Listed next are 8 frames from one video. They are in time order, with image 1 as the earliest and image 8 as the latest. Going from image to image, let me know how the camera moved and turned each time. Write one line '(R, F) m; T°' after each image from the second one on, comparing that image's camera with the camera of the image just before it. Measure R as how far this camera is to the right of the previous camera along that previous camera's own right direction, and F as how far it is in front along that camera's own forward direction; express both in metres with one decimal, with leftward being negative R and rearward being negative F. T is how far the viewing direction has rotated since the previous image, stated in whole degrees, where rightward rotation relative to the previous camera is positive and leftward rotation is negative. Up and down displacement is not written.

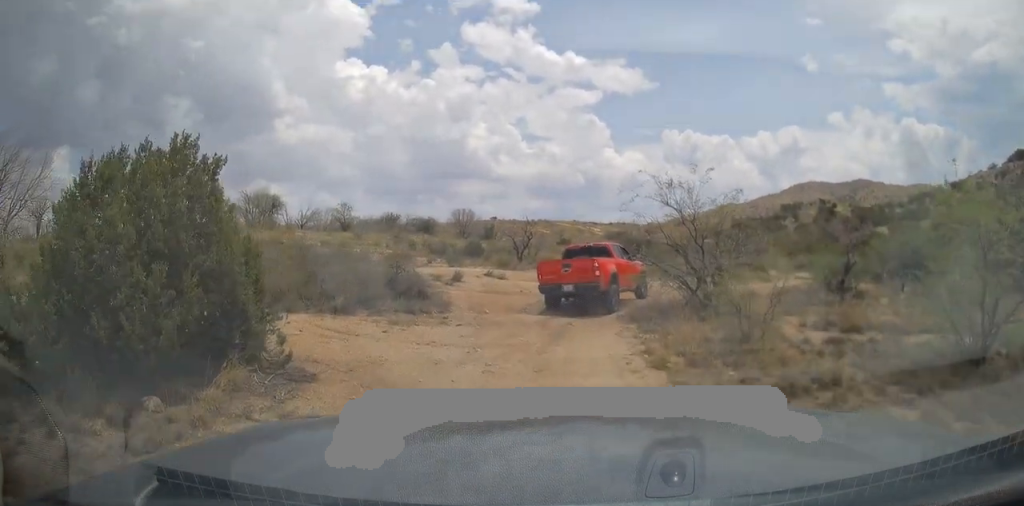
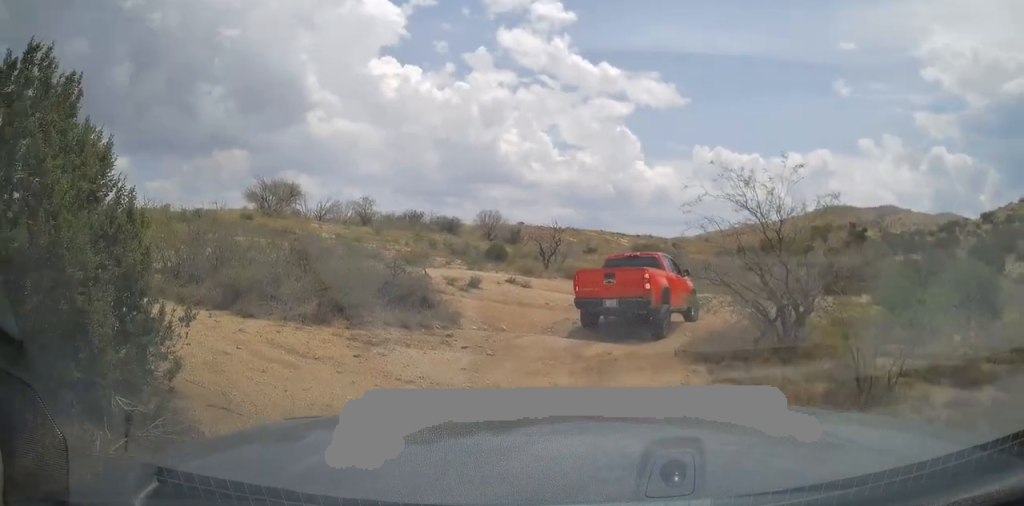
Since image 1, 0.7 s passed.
(0.0, +3.3) m; -2°
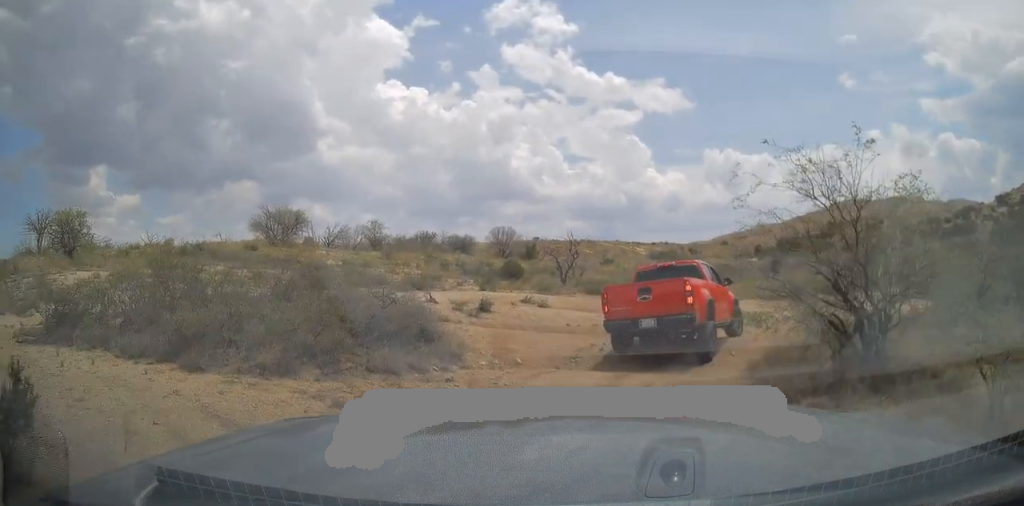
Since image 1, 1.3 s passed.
(-0.1, +2.3) m; -3°
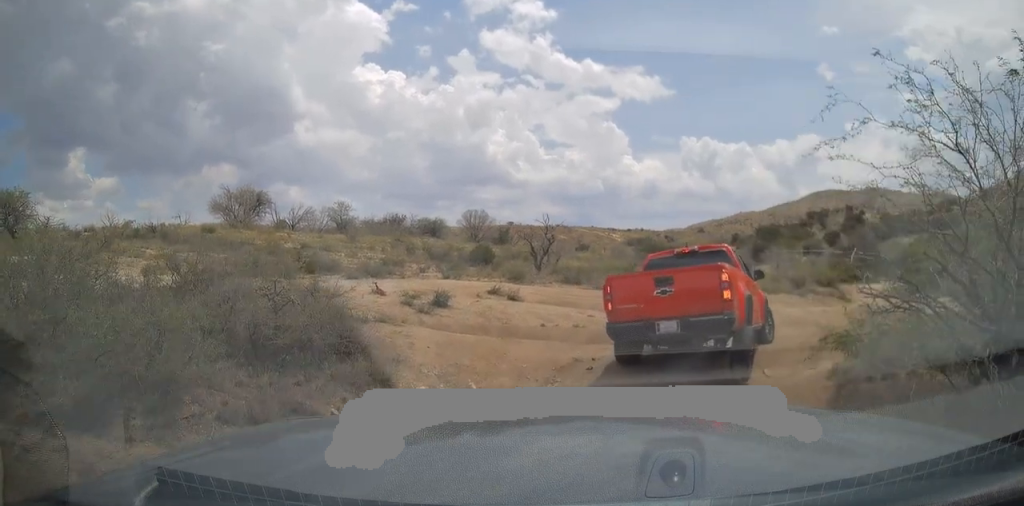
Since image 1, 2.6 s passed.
(-0.3, +3.9) m; -3°
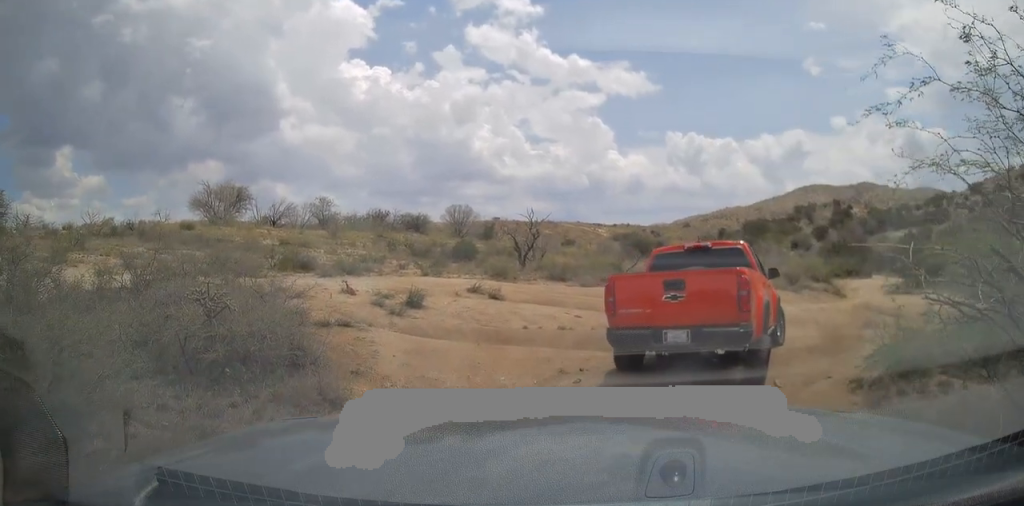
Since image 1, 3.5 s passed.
(+0.1, +1.8) m; 0°
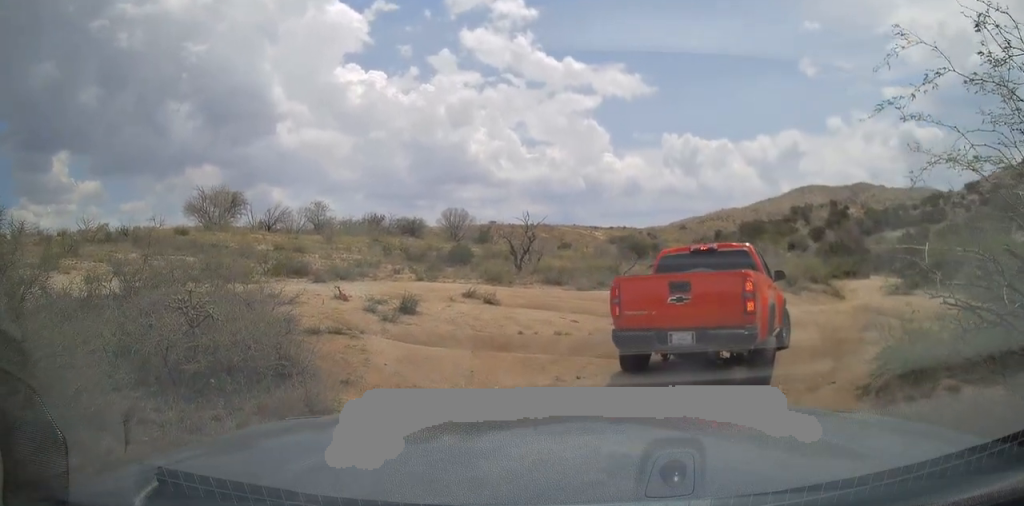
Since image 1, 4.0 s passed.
(+0.1, +0.7) m; 0°
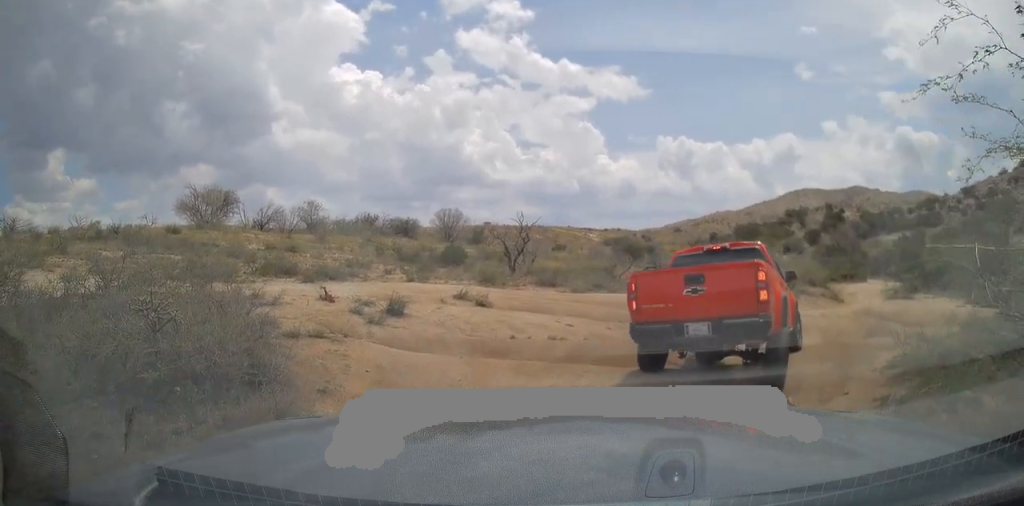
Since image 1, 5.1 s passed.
(+0.2, +1.1) m; 0°
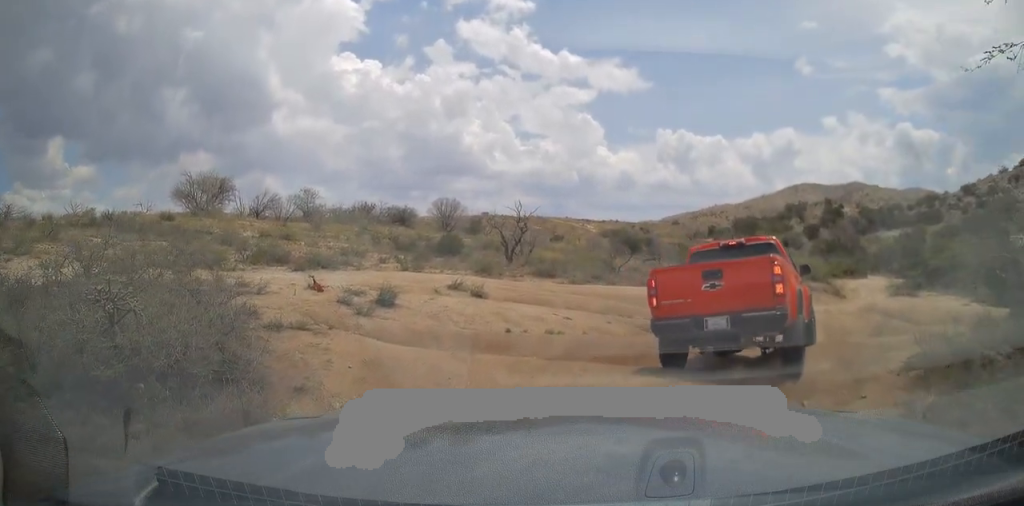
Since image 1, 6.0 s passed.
(+0.1, +0.8) m; 0°
